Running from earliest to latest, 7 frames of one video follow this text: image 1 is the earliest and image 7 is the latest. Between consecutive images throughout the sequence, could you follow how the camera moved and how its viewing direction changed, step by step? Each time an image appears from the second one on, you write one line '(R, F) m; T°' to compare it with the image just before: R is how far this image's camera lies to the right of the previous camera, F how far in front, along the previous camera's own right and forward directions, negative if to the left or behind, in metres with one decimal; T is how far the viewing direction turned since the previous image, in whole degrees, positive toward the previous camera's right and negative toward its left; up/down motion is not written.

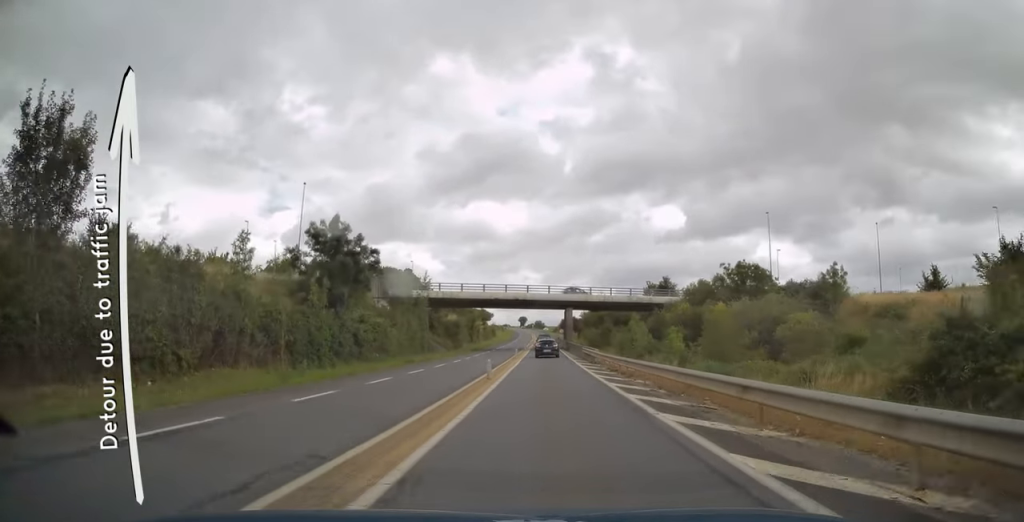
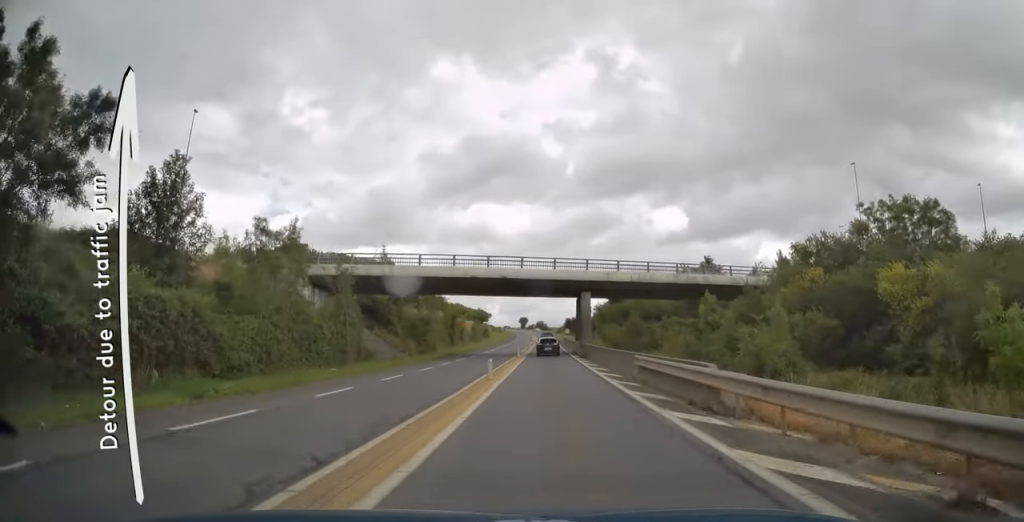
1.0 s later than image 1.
(+0.1, +24.8) m; 0°
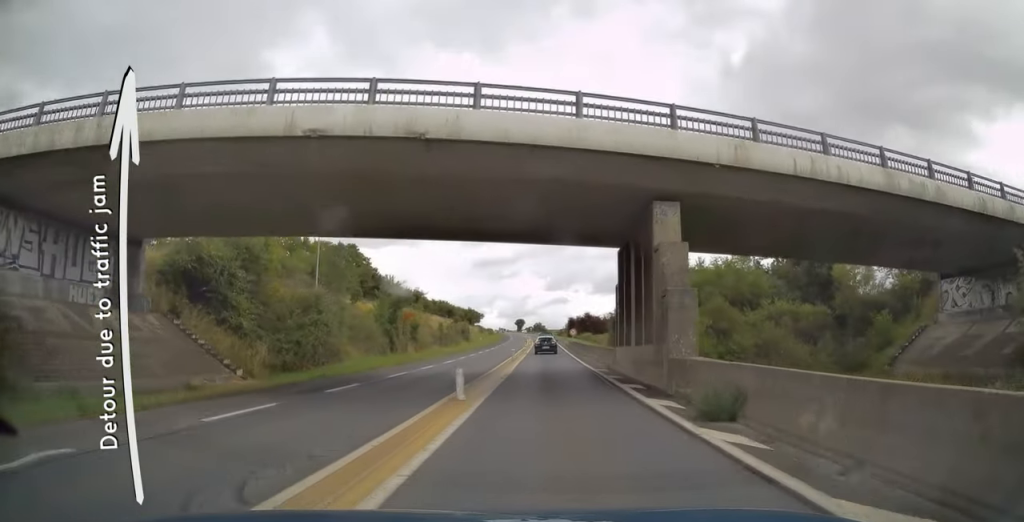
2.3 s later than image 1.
(+0.1, +31.6) m; 0°
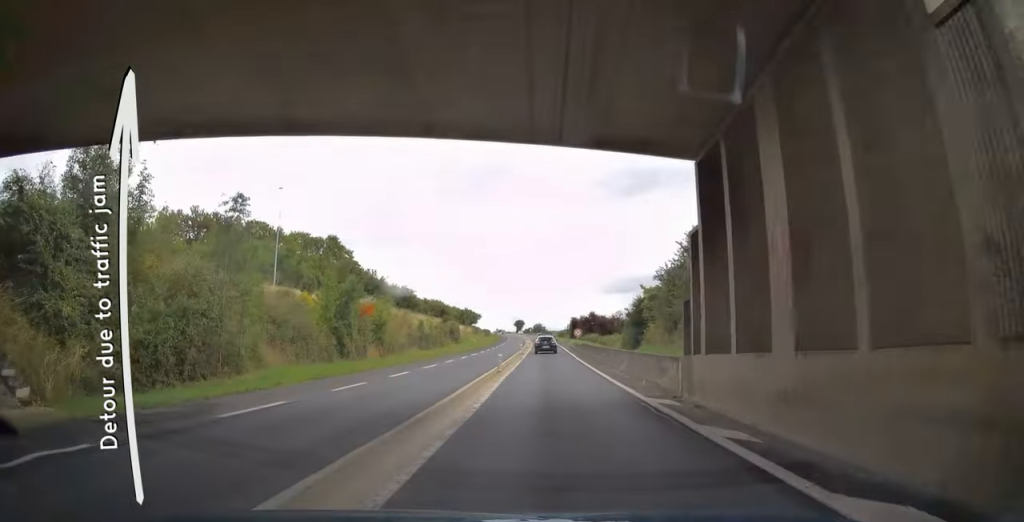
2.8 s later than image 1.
(0.0, +12.6) m; 0°
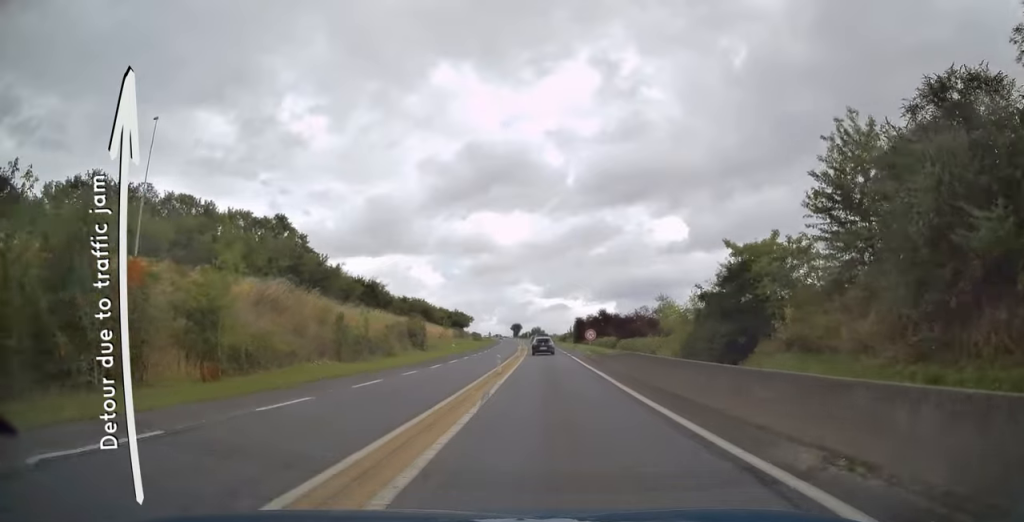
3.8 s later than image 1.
(-0.2, +24.4) m; 0°
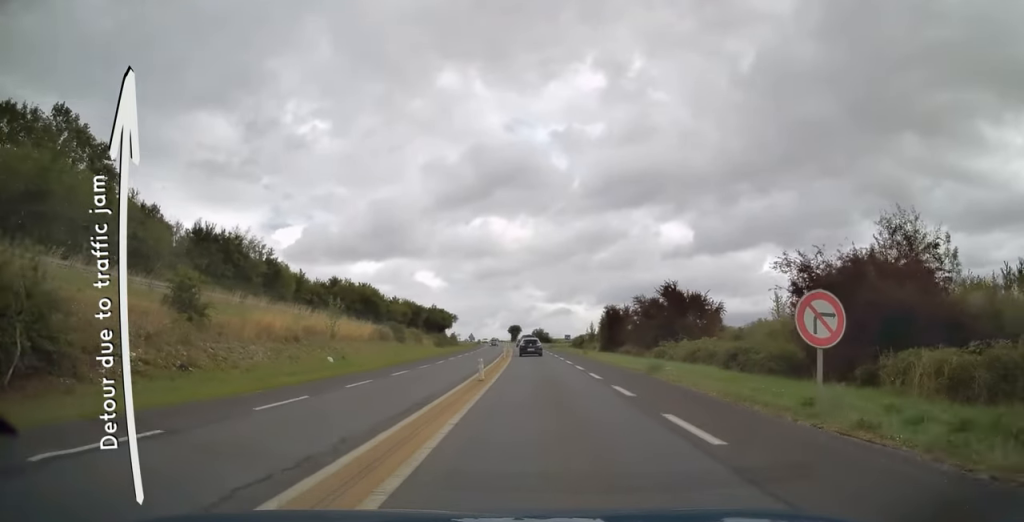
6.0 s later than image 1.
(+0.2, +51.9) m; 0°
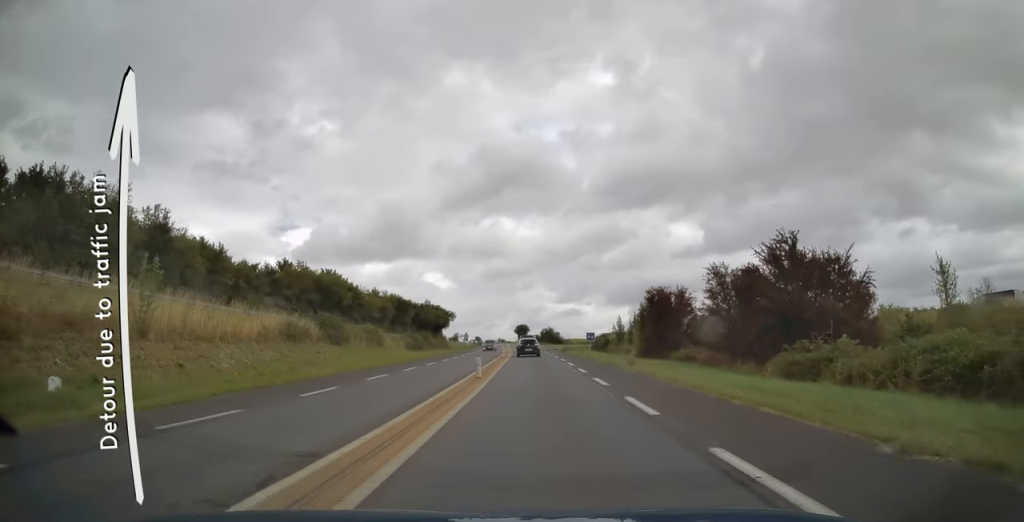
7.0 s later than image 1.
(-0.1, +22.7) m; -1°
